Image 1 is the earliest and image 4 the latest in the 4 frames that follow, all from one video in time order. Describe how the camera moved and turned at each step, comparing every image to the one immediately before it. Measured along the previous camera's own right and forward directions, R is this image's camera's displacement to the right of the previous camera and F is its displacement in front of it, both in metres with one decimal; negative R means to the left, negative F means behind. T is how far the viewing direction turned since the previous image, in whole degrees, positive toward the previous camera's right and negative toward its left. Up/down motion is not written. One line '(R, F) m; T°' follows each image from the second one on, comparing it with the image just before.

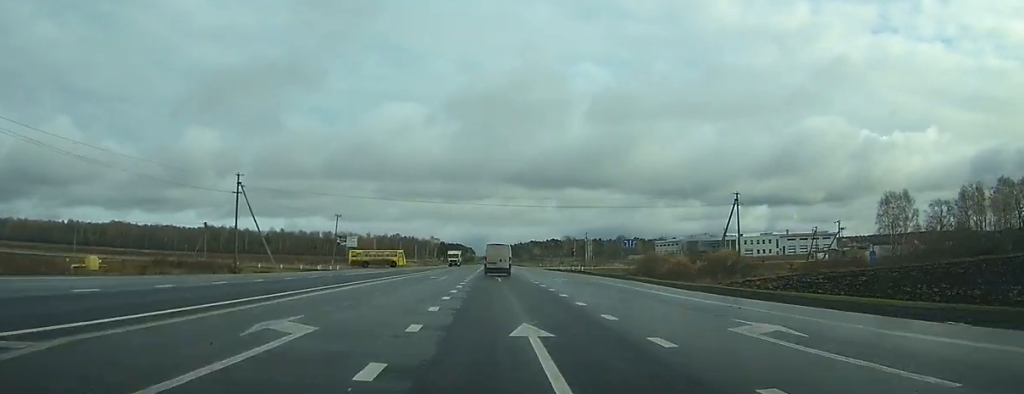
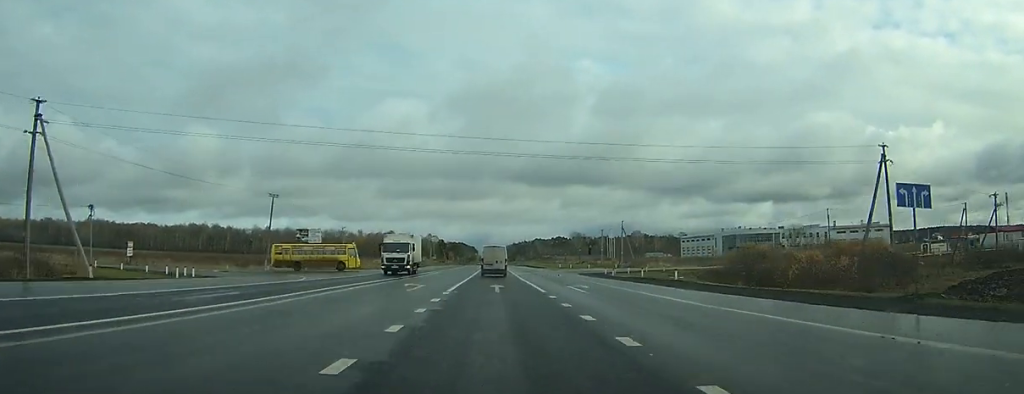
(+0.1, +40.9) m; 0°
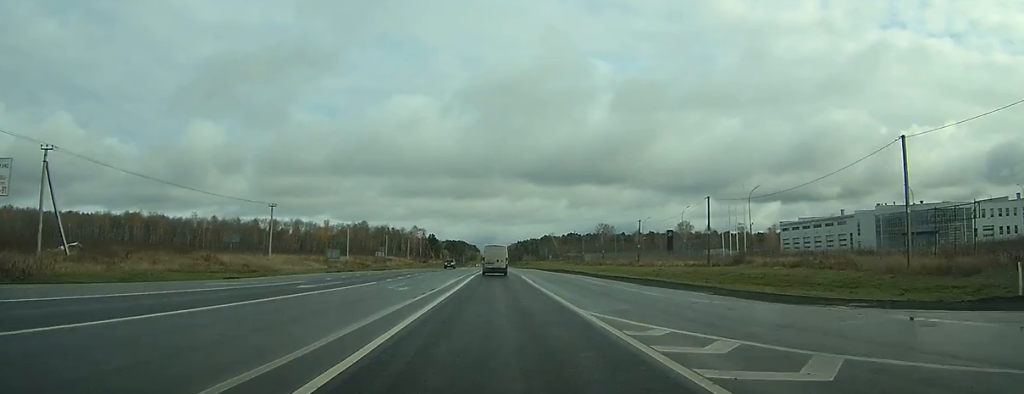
(-0.8, +93.9) m; 0°
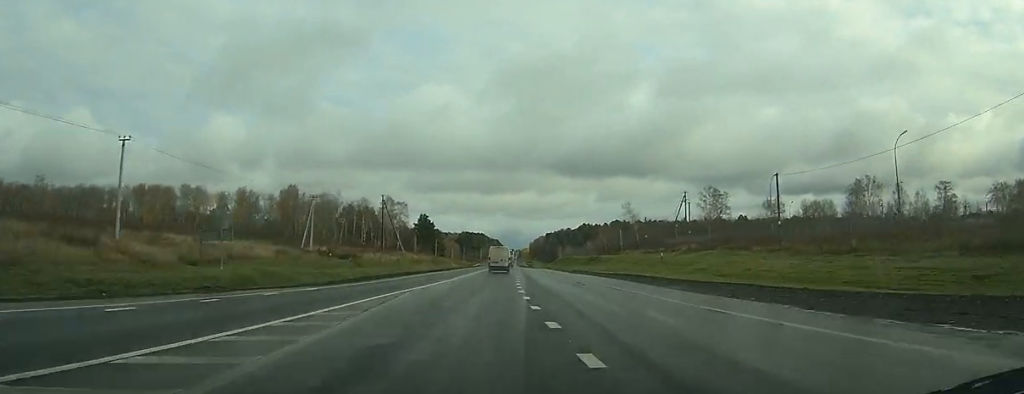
(-1.7, +149.3) m; -1°
